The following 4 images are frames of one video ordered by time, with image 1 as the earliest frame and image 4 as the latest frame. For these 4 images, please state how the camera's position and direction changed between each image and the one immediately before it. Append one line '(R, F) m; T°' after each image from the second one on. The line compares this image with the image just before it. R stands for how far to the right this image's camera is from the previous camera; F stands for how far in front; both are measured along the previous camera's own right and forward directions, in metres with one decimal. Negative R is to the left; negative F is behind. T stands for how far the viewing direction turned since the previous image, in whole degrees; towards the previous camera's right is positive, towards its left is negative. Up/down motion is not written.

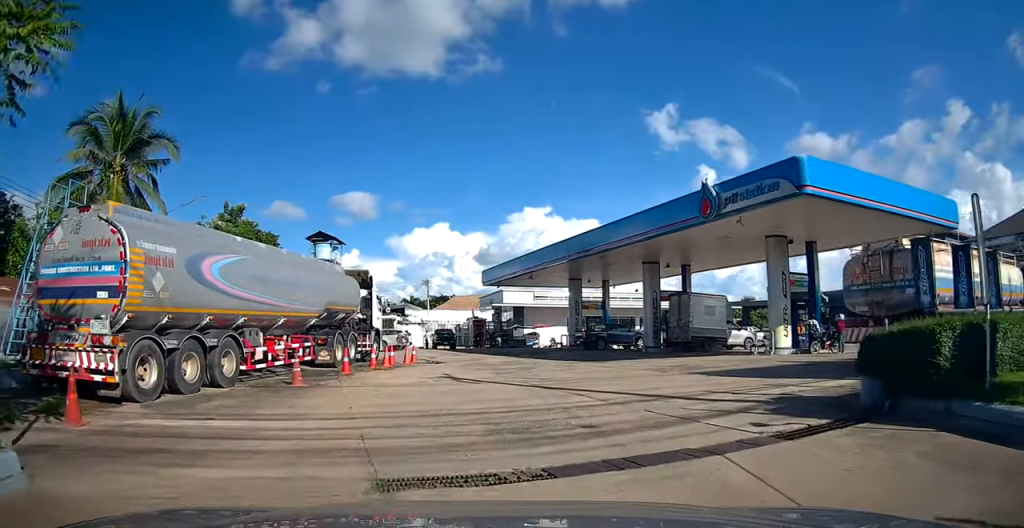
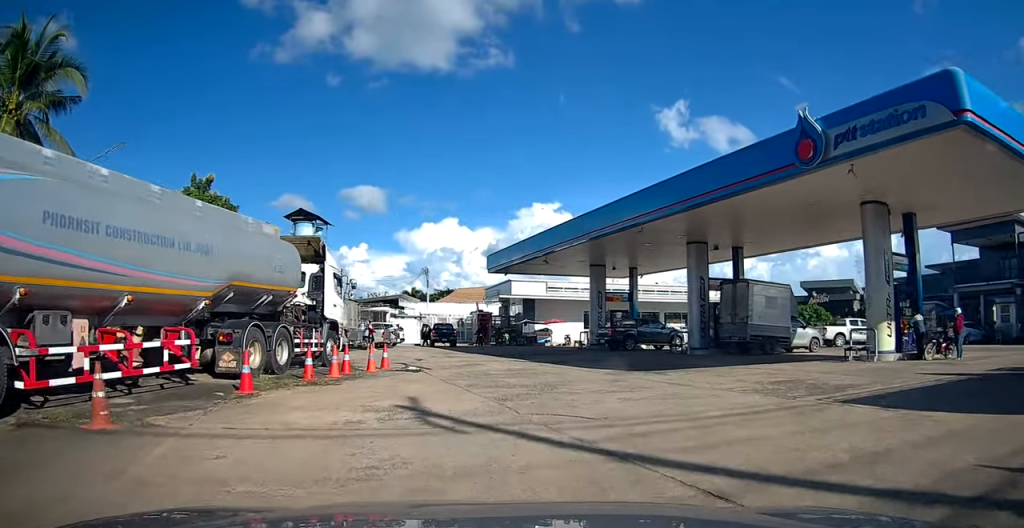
(-0.5, +6.4) m; -6°
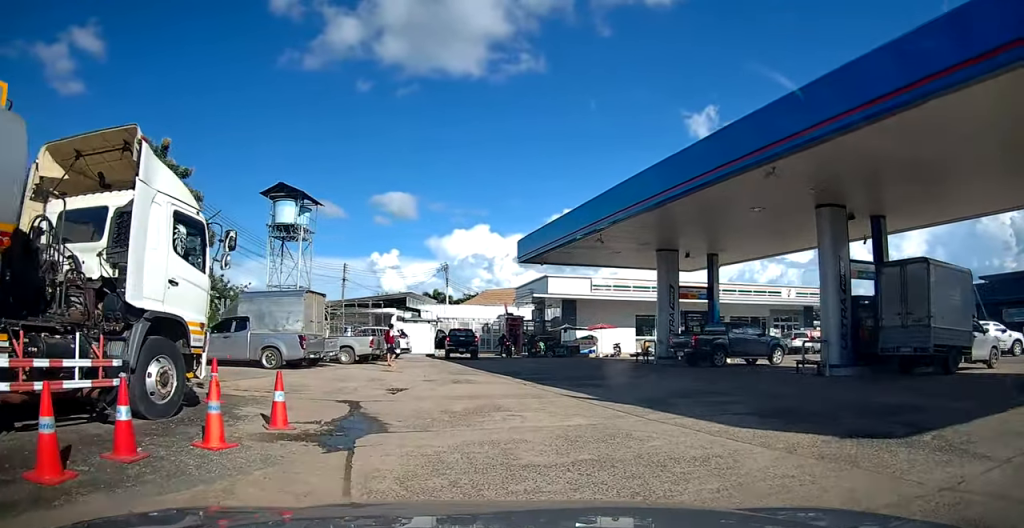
(-0.3, +8.9) m; -2°
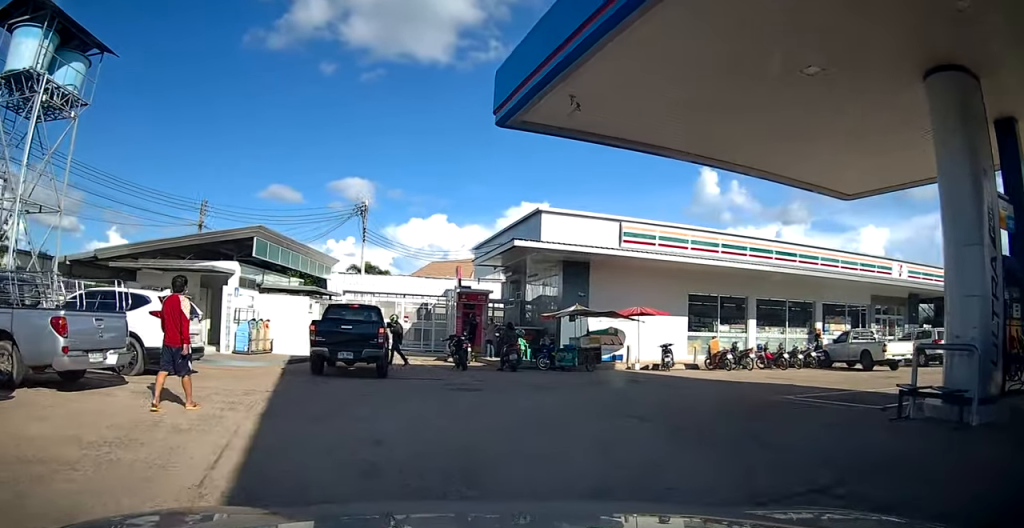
(+0.3, +17.7) m; +3°
